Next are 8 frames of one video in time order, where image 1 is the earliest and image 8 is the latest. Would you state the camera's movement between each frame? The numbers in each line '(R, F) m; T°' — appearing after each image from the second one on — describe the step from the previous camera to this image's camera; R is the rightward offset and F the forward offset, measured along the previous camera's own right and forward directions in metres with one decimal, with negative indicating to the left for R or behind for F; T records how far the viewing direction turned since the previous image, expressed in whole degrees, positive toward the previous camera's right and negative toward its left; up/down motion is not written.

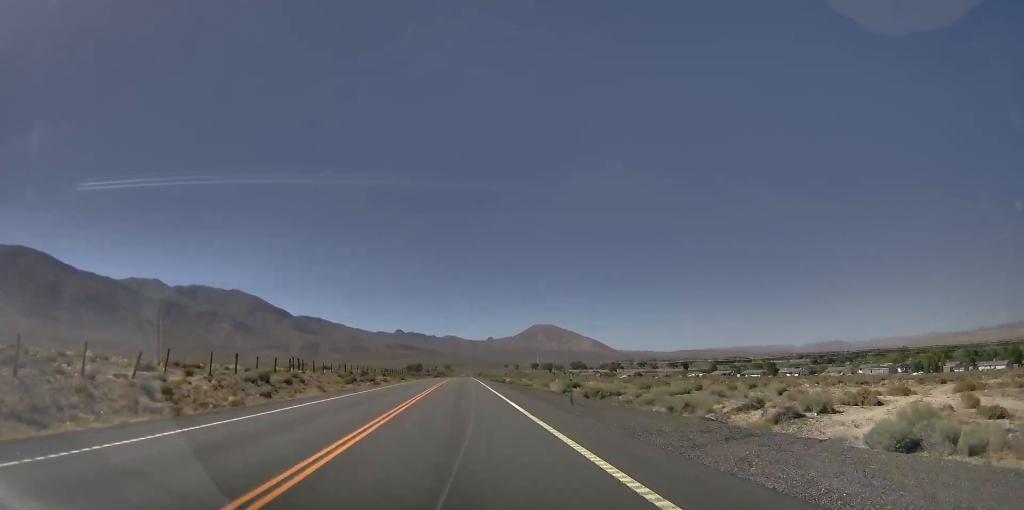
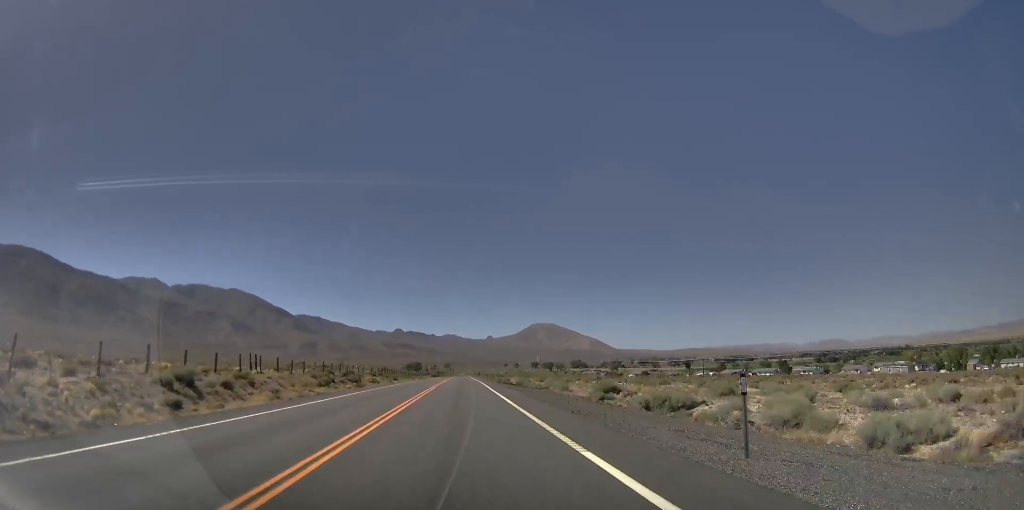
(+0.1, +14.5) m; +1°
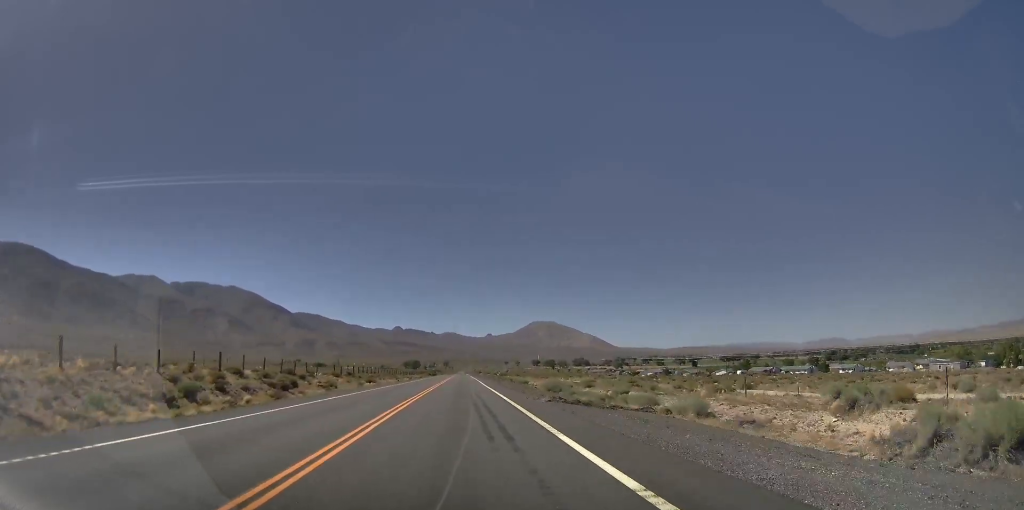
(+0.6, +35.0) m; +1°
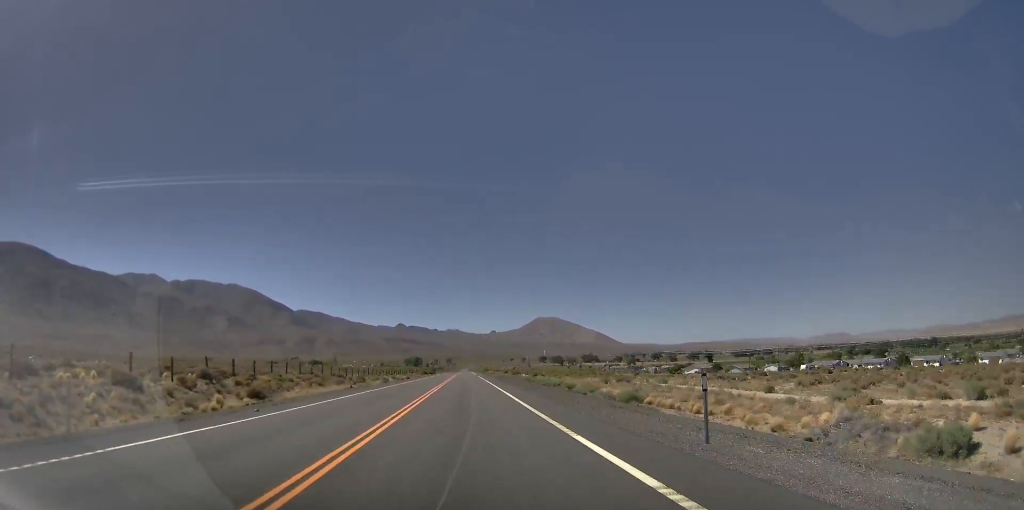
(-1.0, +55.3) m; +1°
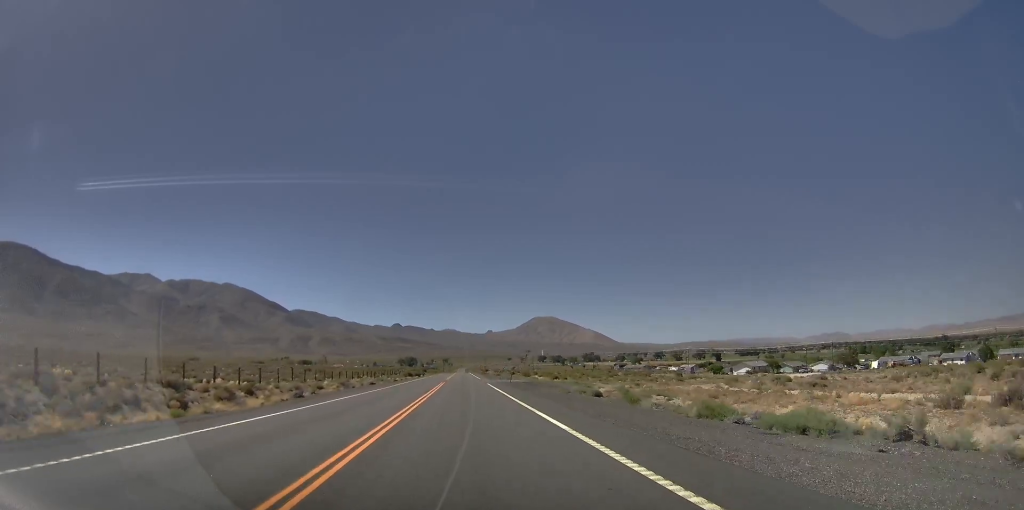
(+0.8, +48.4) m; -1°
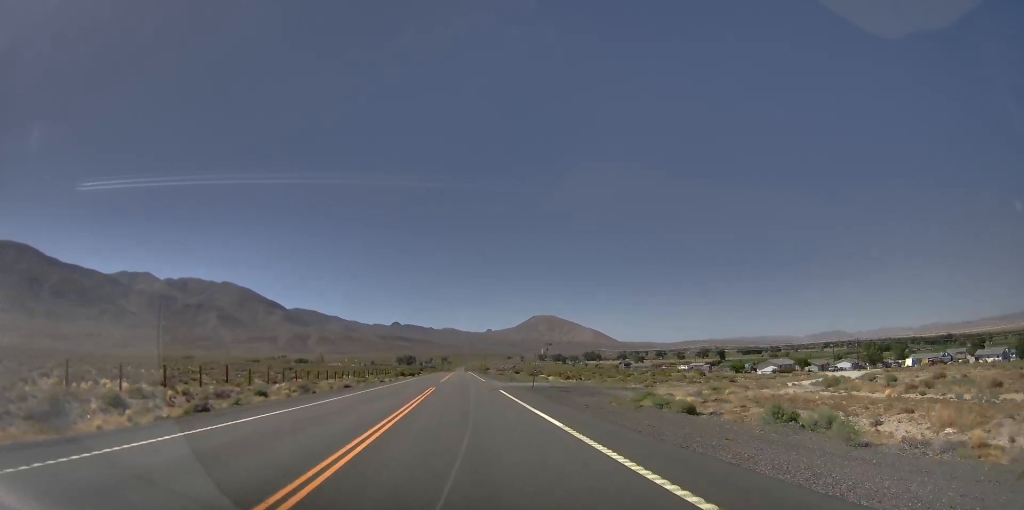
(-0.6, +18.0) m; -2°
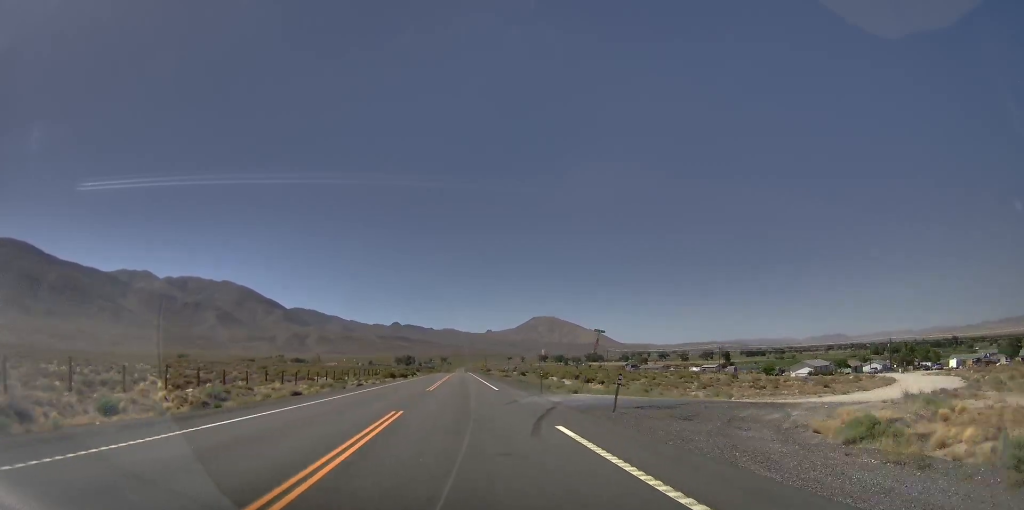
(-0.1, +20.4) m; +1°
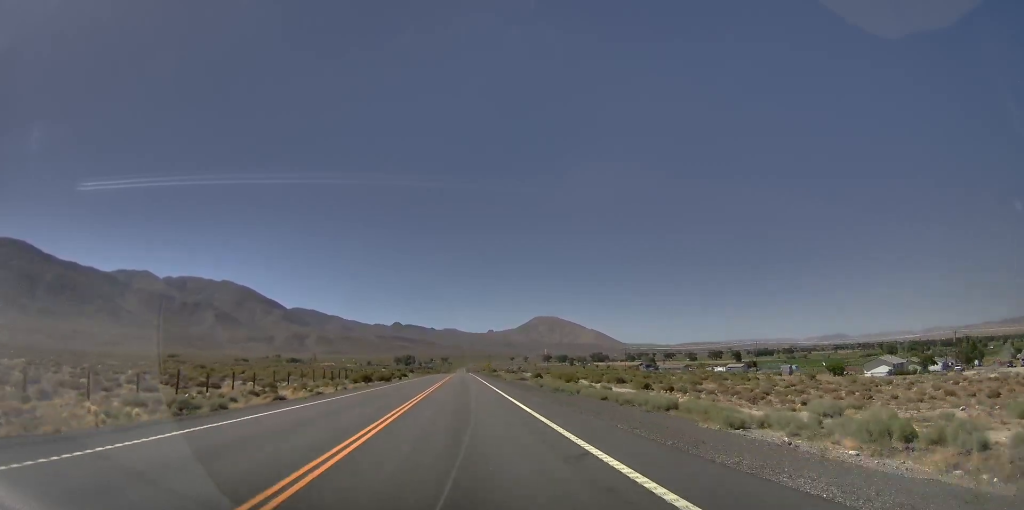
(+0.6, +33.8) m; +1°
